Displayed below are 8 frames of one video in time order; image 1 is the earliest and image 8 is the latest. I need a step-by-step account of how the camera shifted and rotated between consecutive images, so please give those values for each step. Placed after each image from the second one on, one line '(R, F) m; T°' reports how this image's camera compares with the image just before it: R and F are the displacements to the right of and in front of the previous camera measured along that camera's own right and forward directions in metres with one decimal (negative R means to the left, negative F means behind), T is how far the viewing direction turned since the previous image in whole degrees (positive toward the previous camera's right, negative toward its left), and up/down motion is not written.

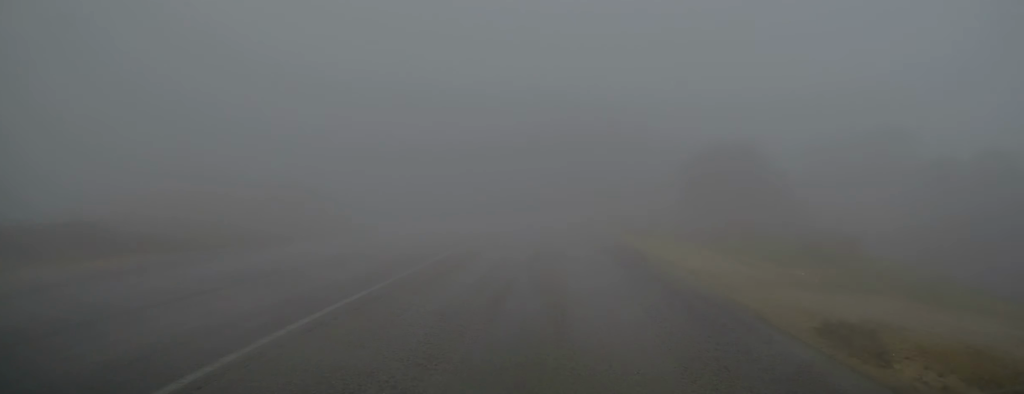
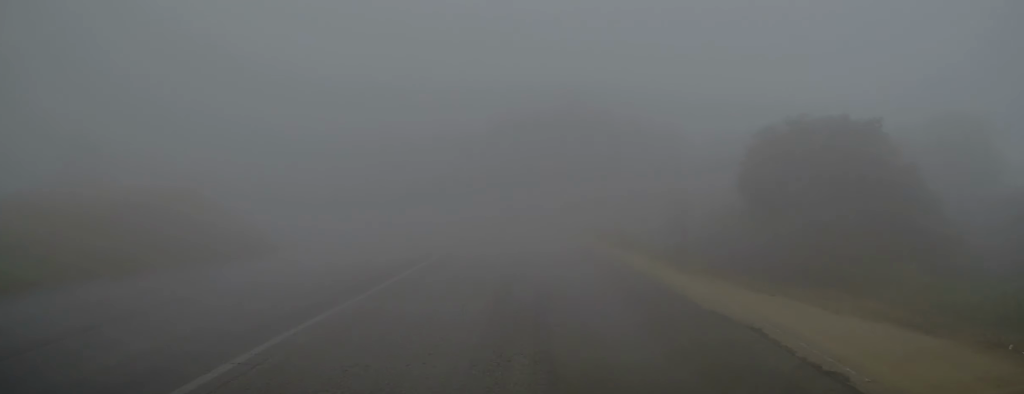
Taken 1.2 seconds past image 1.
(+0.1, +11.0) m; 0°
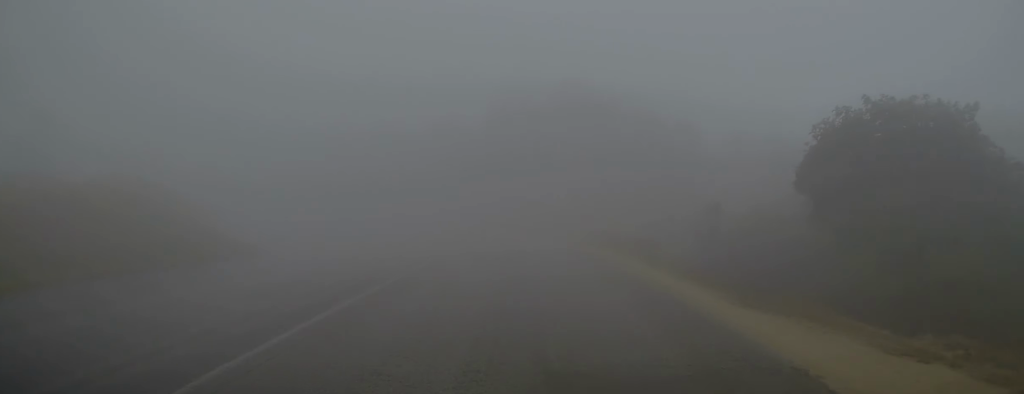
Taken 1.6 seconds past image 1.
(0.0, +3.9) m; -2°
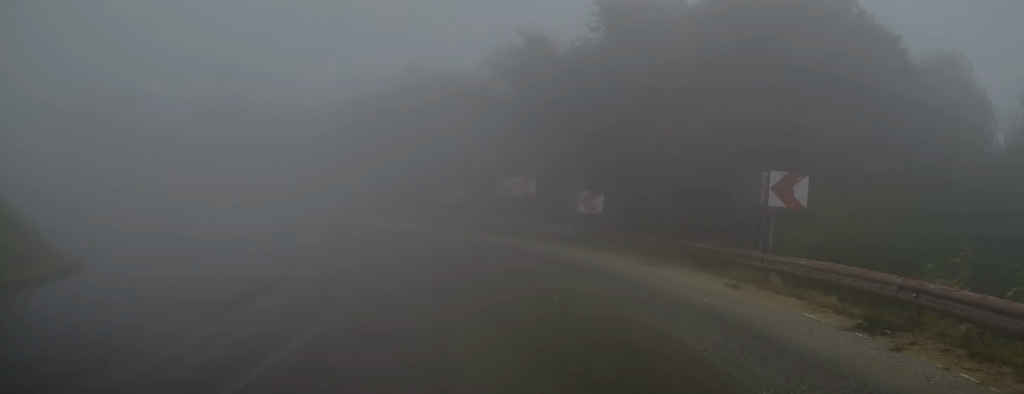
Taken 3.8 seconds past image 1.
(-1.6, +19.0) m; -11°
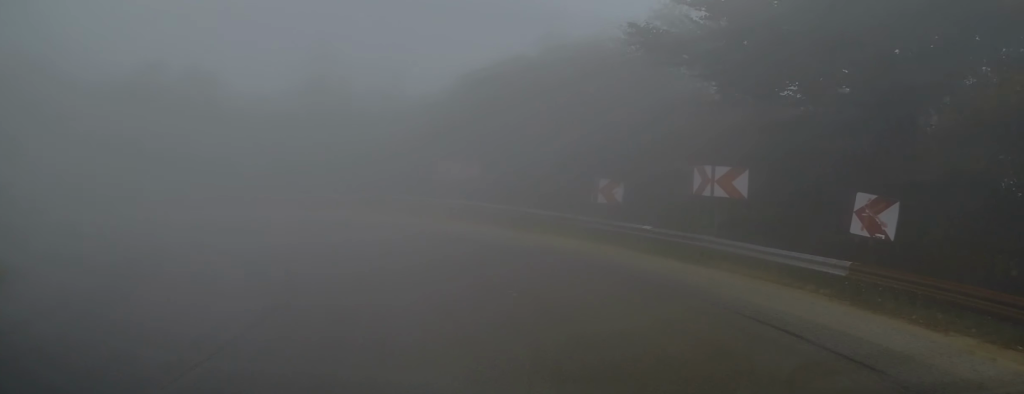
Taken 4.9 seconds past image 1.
(-0.5, +8.3) m; -11°
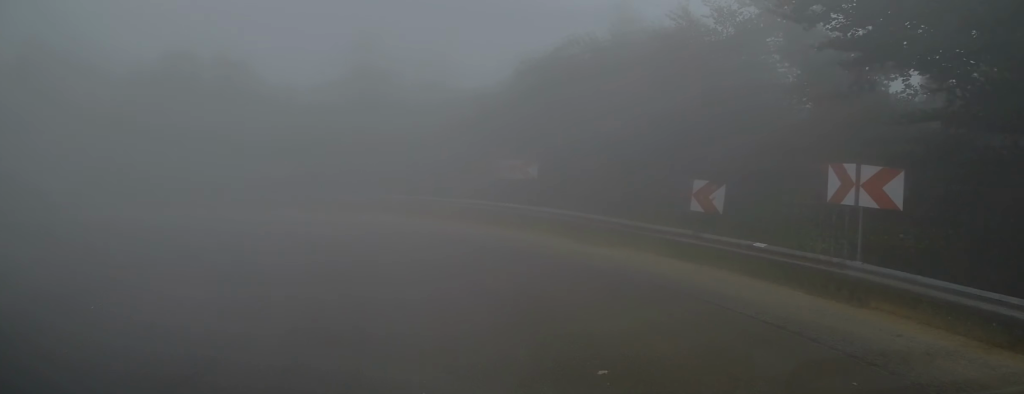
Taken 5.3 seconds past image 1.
(0.0, +3.4) m; -7°
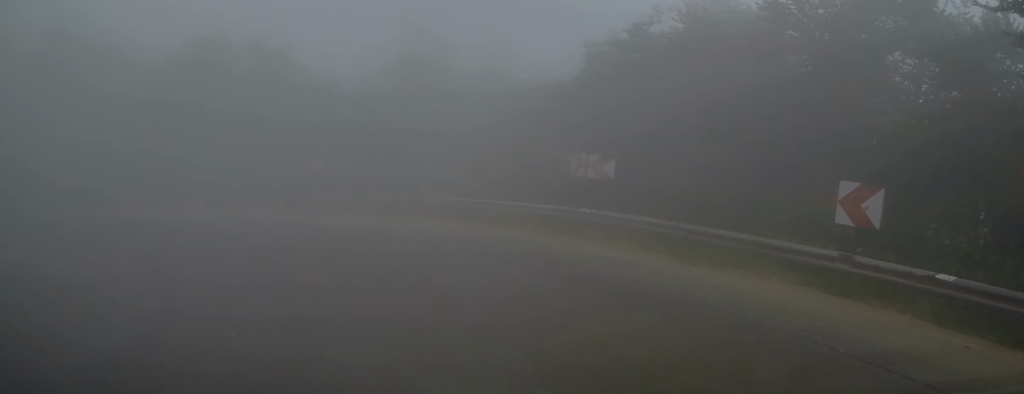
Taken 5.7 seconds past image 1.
(-0.4, +3.3) m; -9°
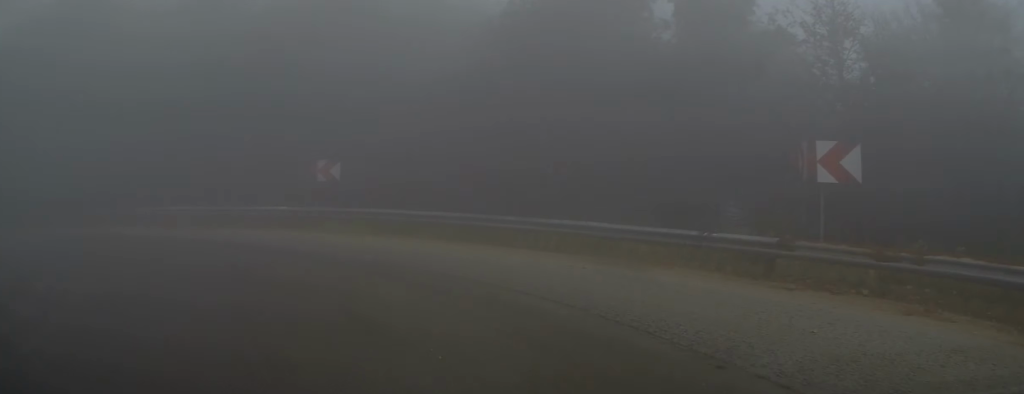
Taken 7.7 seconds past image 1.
(-5.0, +13.1) m; -44°
